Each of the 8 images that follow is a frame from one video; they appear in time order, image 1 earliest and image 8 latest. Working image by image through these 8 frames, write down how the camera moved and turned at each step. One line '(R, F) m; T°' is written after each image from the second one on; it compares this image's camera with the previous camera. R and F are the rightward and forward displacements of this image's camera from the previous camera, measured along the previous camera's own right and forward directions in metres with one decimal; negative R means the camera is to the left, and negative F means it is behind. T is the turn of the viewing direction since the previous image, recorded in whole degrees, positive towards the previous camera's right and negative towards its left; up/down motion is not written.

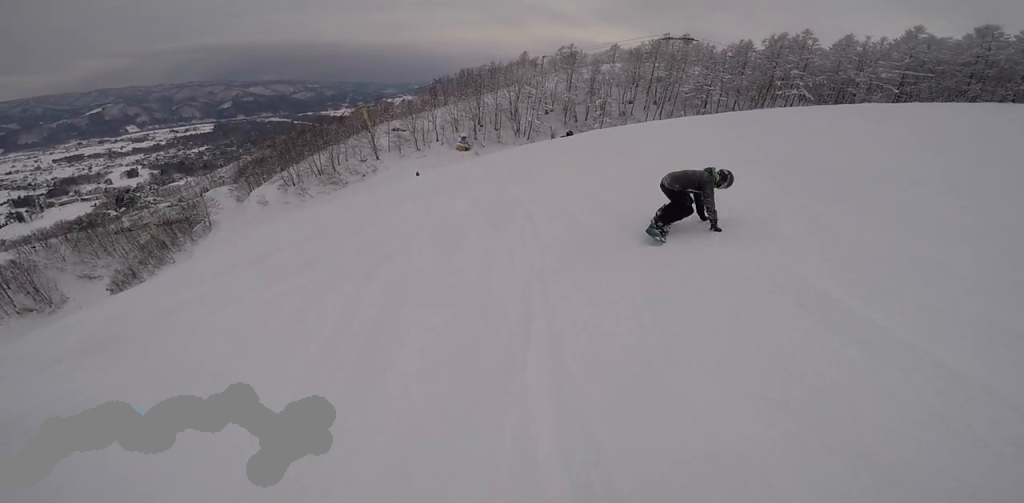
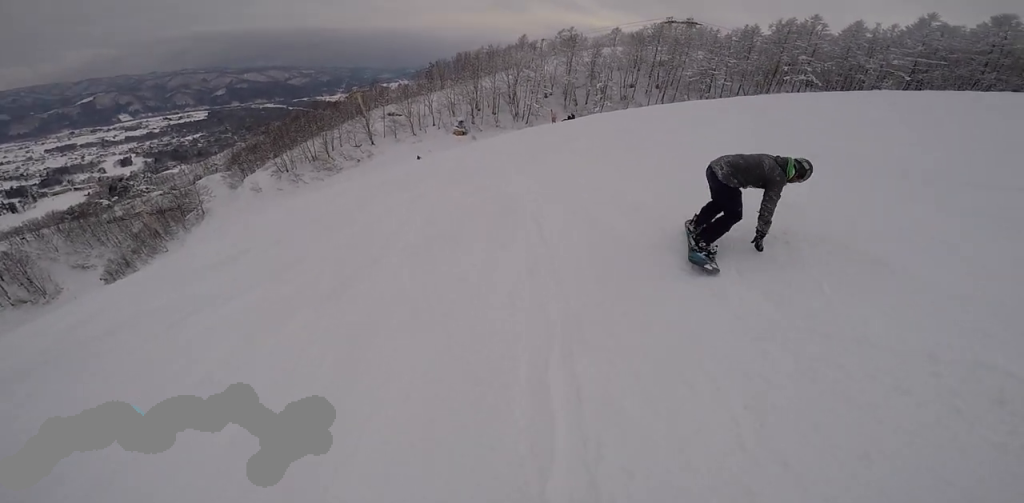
(+0.1, +1.5) m; -10°
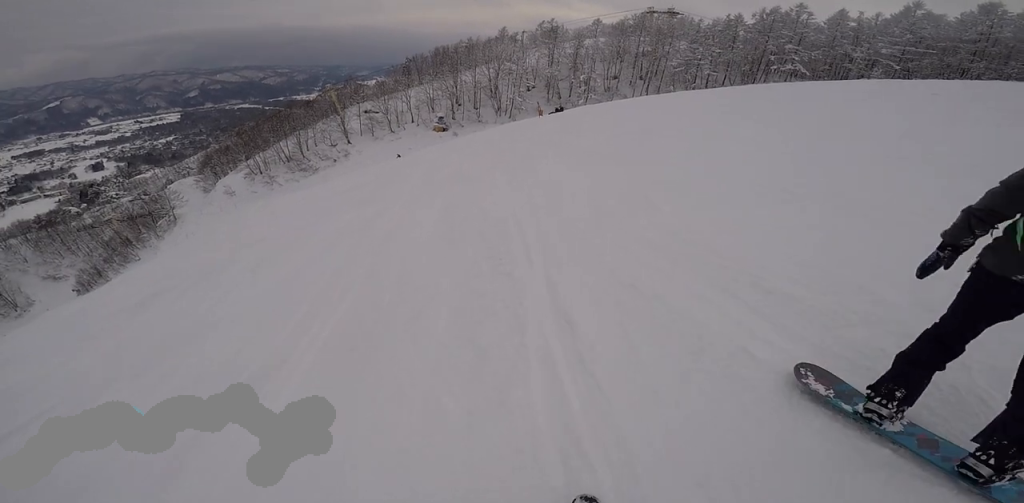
(-0.4, +2.7) m; -9°
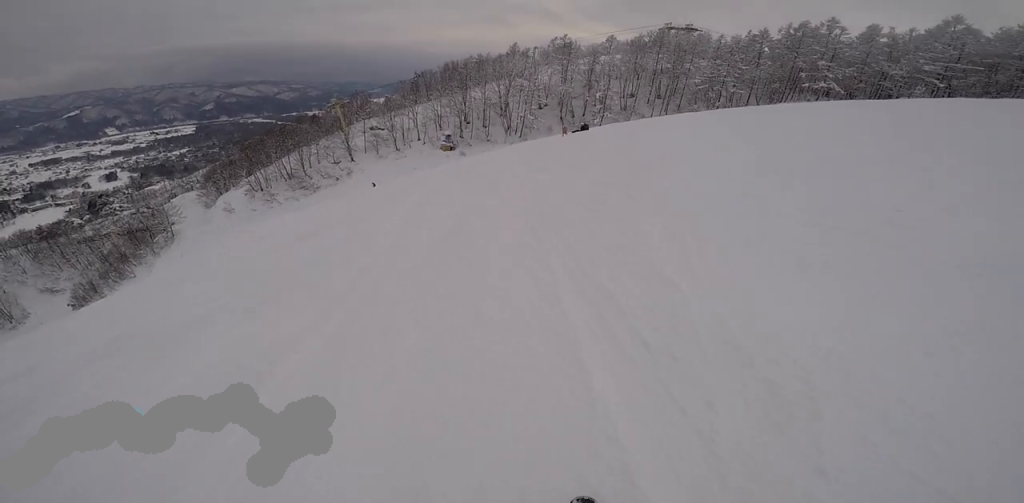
(+0.3, +5.3) m; +1°
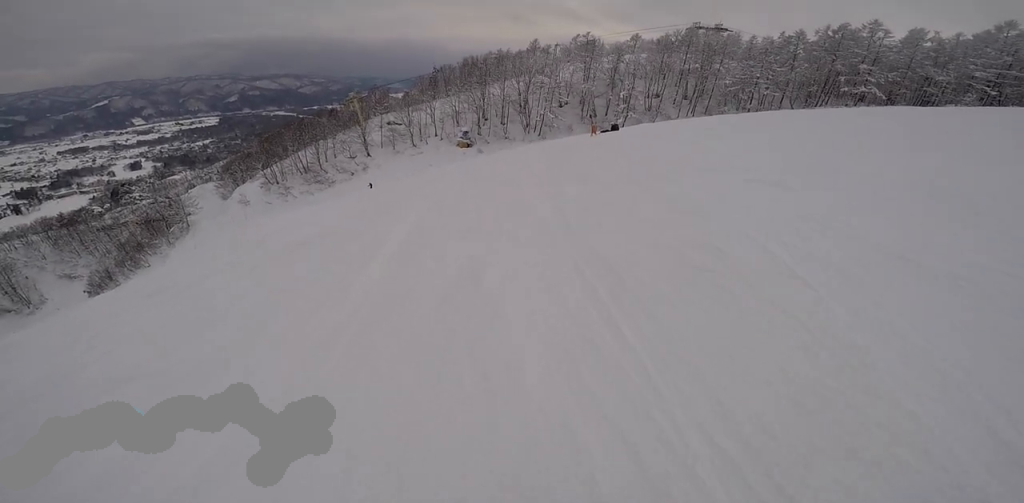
(-0.4, +2.4) m; +3°
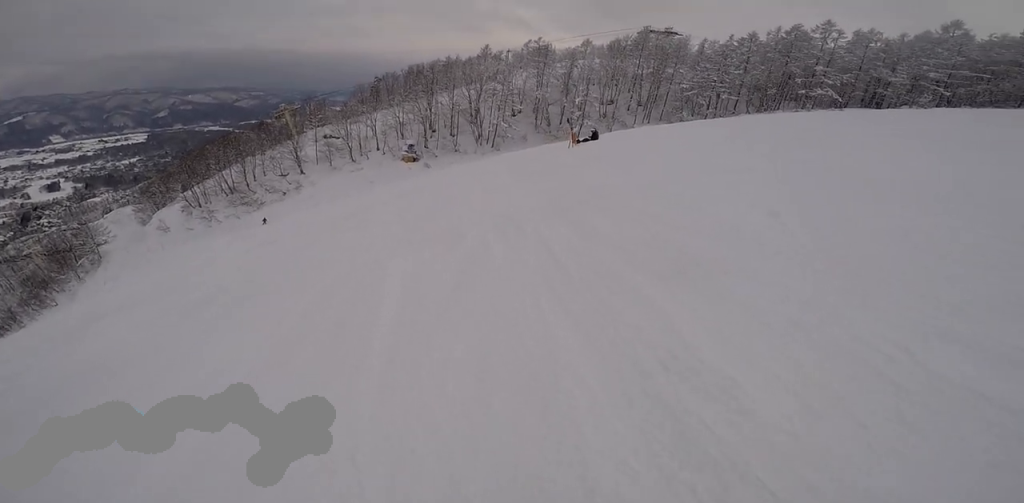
(+1.0, +6.3) m; +15°
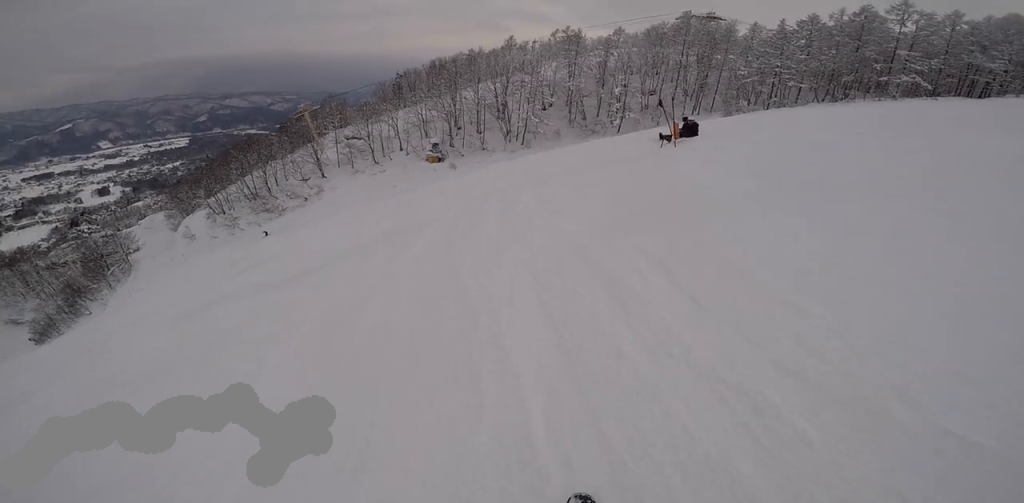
(-1.9, +6.5) m; -16°
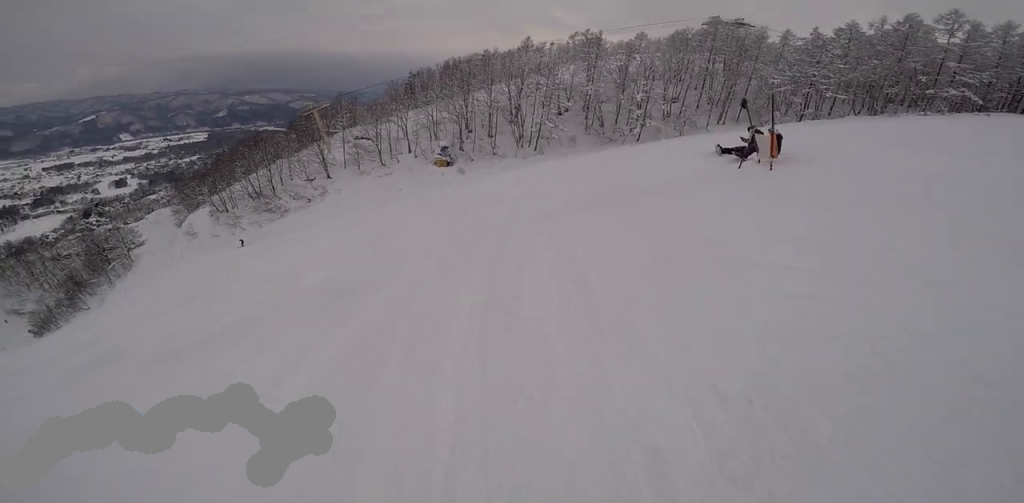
(+0.8, +3.4) m; +14°
